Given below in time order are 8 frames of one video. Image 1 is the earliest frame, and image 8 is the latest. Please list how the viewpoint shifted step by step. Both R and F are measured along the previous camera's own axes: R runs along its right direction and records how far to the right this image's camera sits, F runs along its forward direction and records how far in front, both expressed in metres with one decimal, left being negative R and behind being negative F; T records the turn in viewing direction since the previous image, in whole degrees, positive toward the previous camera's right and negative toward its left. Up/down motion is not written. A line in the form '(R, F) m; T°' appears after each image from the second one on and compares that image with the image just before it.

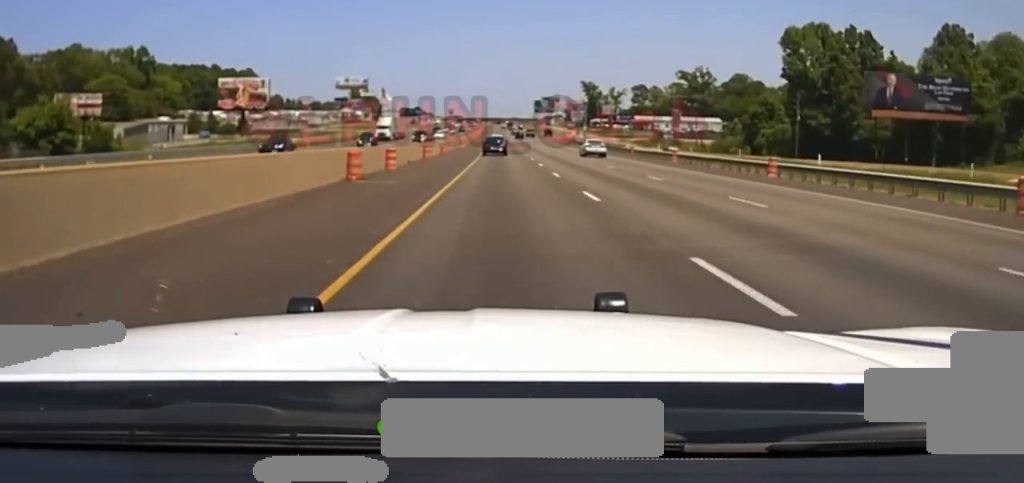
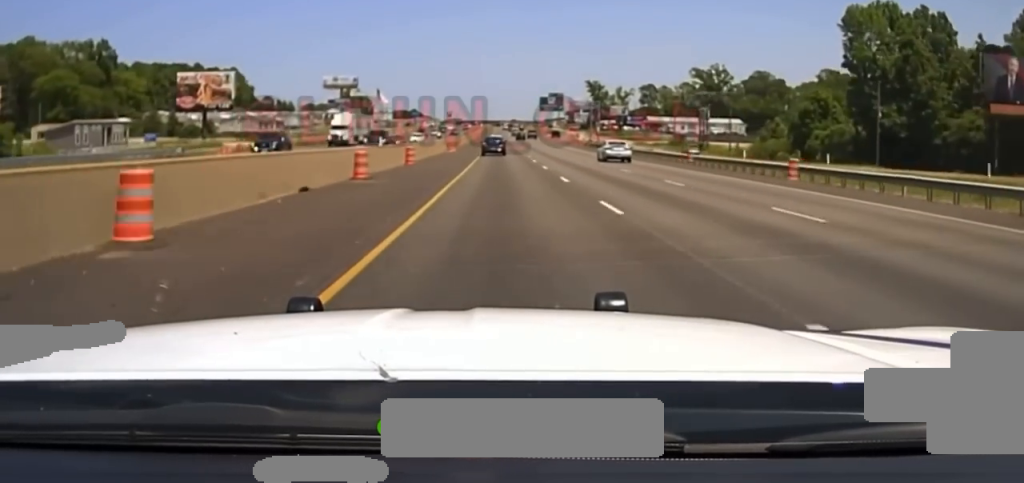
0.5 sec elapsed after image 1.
(0.0, +26.0) m; 0°
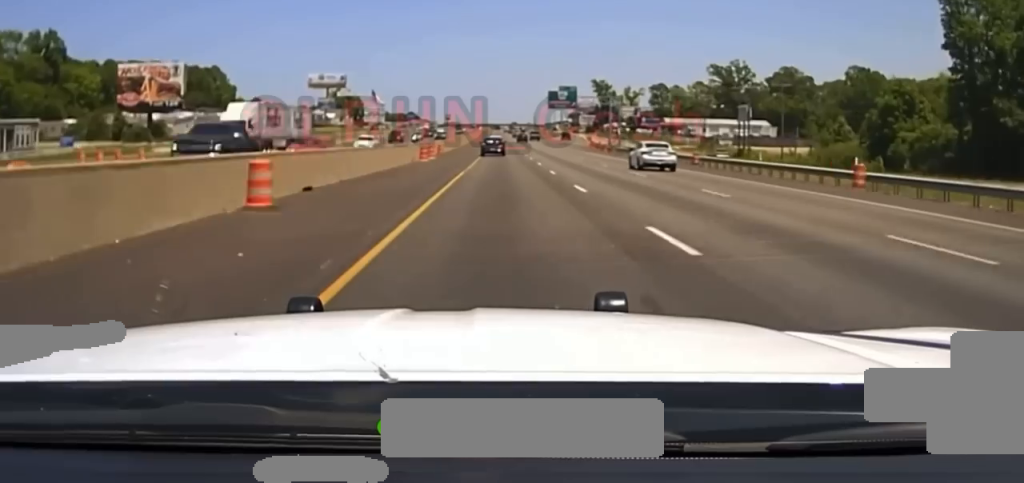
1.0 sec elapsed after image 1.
(-0.1, +28.3) m; 0°
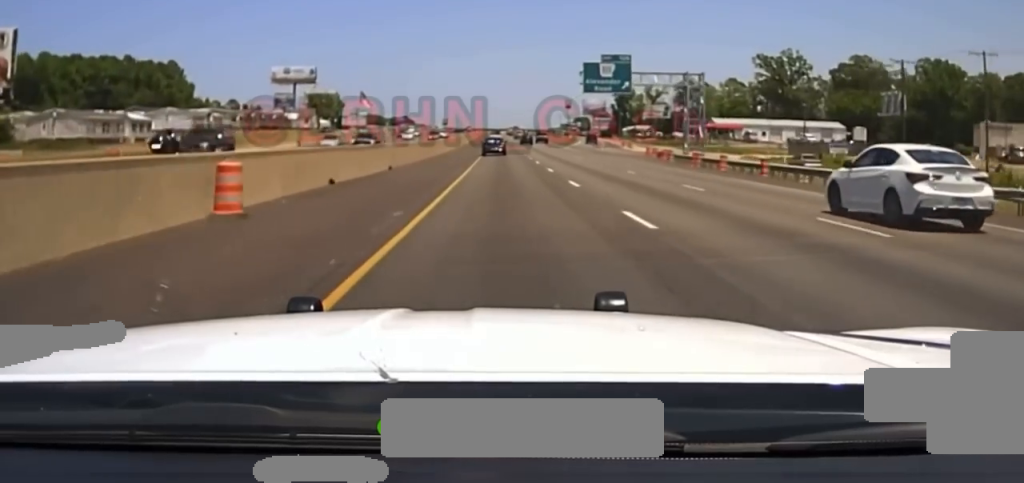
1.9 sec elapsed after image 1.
(+0.4, +56.1) m; 0°
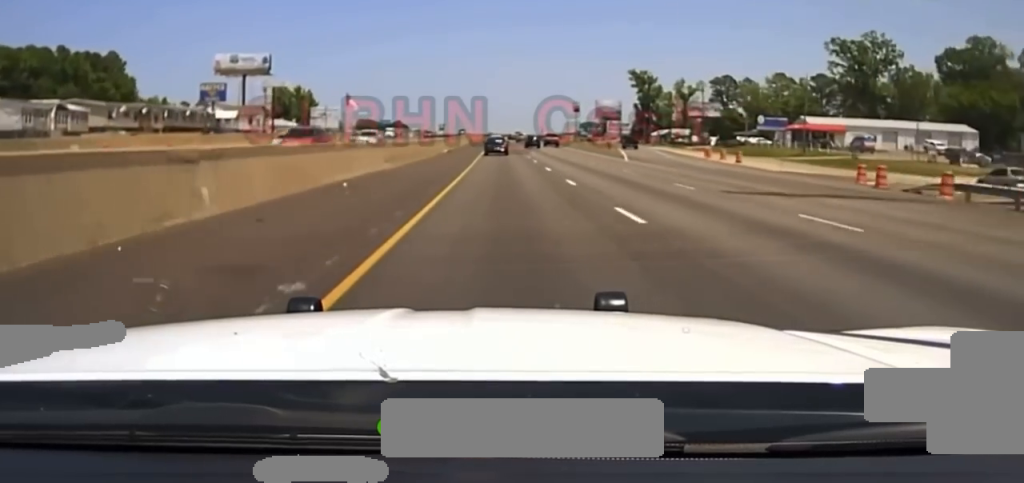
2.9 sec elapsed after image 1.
(-0.2, +59.7) m; 0°
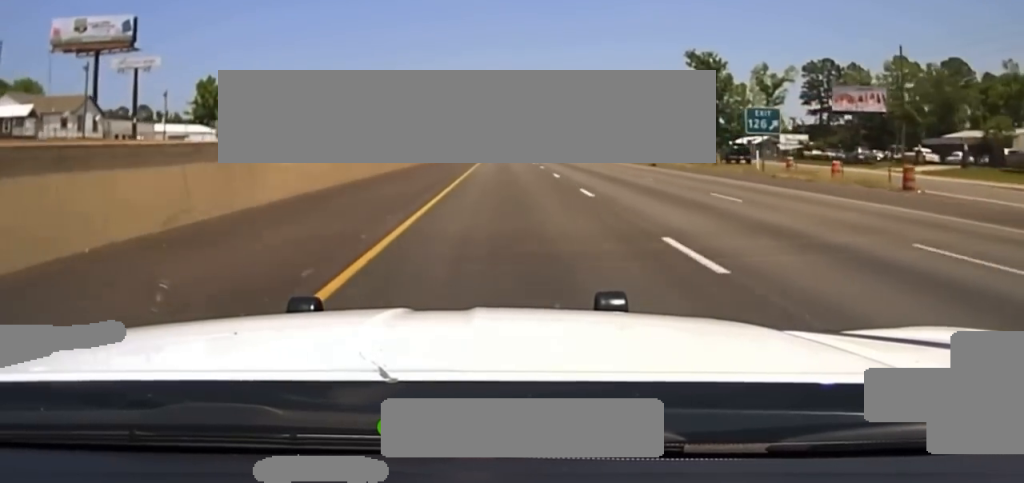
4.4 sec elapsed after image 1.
(-0.2, +92.3) m; 0°
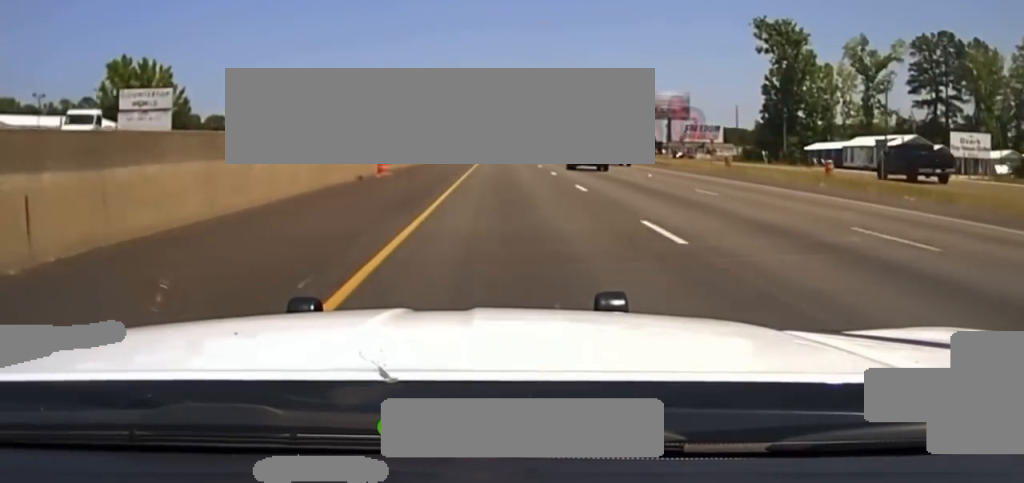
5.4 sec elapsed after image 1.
(0.0, +61.7) m; 0°
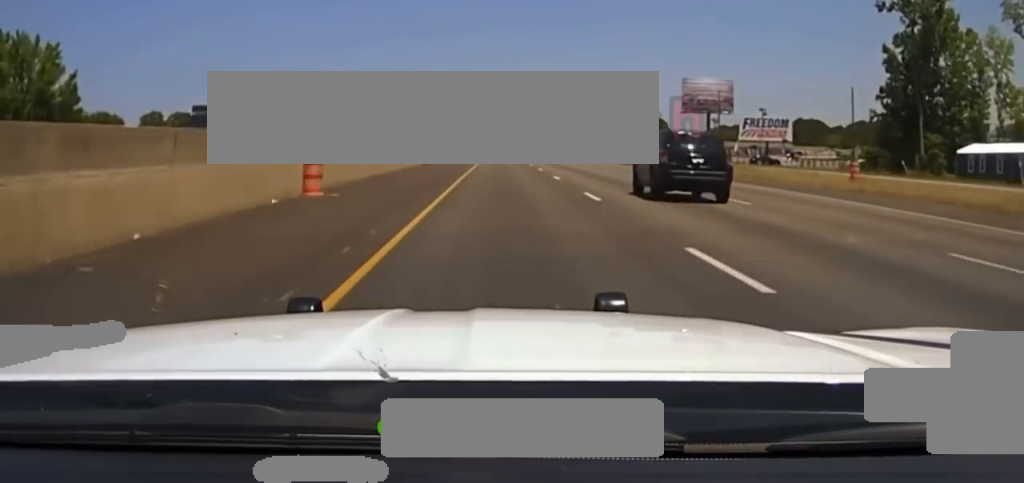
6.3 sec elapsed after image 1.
(+0.1, +56.9) m; 0°
